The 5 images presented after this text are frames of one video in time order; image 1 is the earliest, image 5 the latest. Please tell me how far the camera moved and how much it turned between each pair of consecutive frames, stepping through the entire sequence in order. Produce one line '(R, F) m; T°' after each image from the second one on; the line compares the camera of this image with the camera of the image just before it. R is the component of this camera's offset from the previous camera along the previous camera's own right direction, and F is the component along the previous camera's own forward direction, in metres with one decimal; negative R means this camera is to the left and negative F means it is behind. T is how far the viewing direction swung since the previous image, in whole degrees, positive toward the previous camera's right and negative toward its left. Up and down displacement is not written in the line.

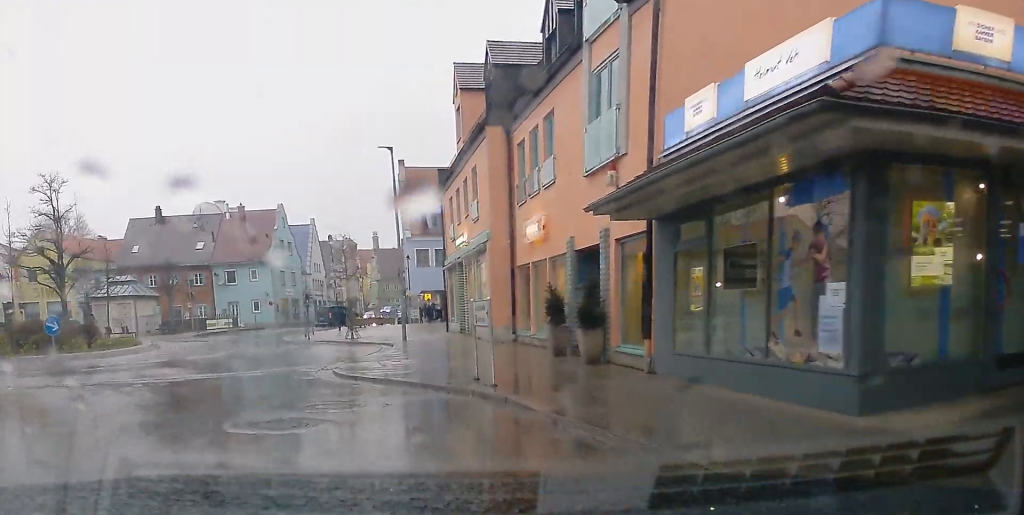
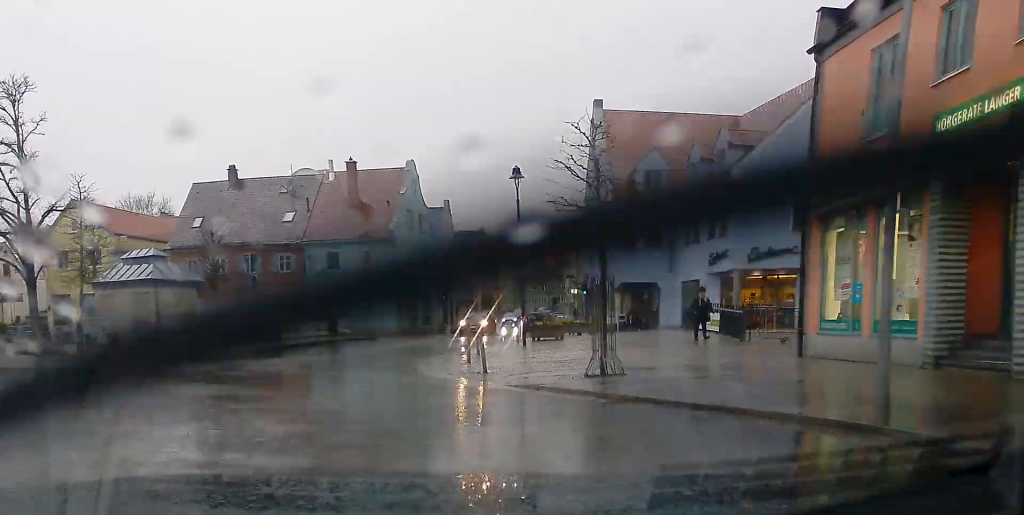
(-0.8, +22.1) m; 0°
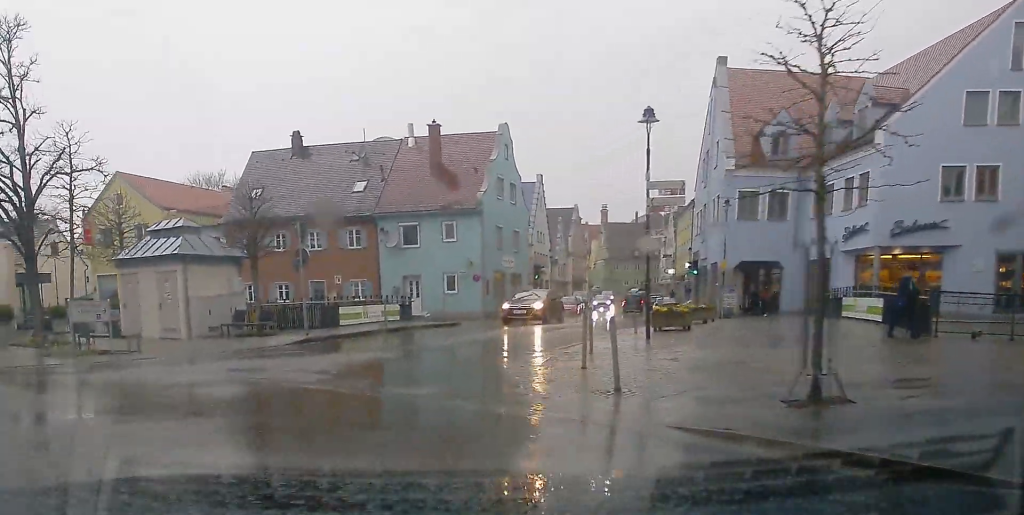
(-0.2, +5.1) m; +1°
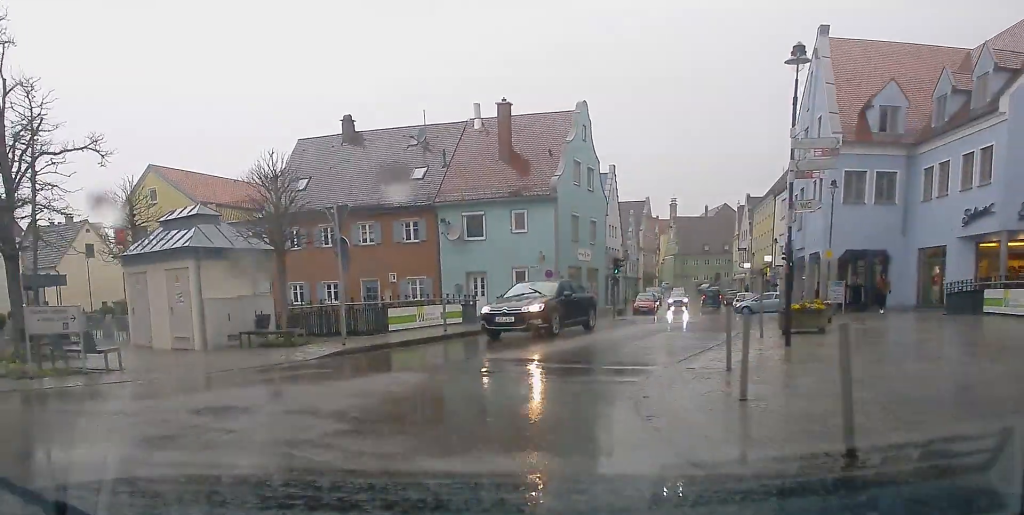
(+0.1, +4.7) m; +3°
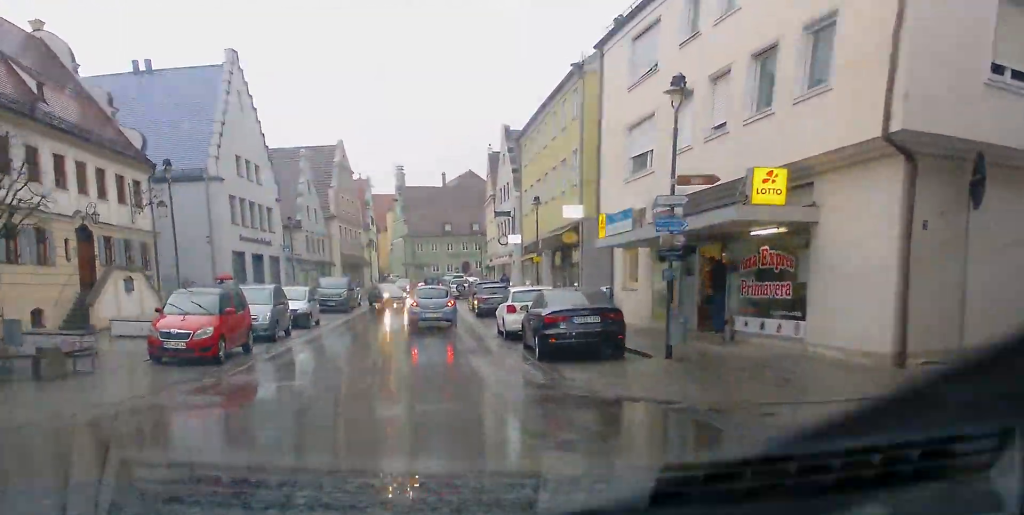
(+8.7, +40.8) m; +10°
